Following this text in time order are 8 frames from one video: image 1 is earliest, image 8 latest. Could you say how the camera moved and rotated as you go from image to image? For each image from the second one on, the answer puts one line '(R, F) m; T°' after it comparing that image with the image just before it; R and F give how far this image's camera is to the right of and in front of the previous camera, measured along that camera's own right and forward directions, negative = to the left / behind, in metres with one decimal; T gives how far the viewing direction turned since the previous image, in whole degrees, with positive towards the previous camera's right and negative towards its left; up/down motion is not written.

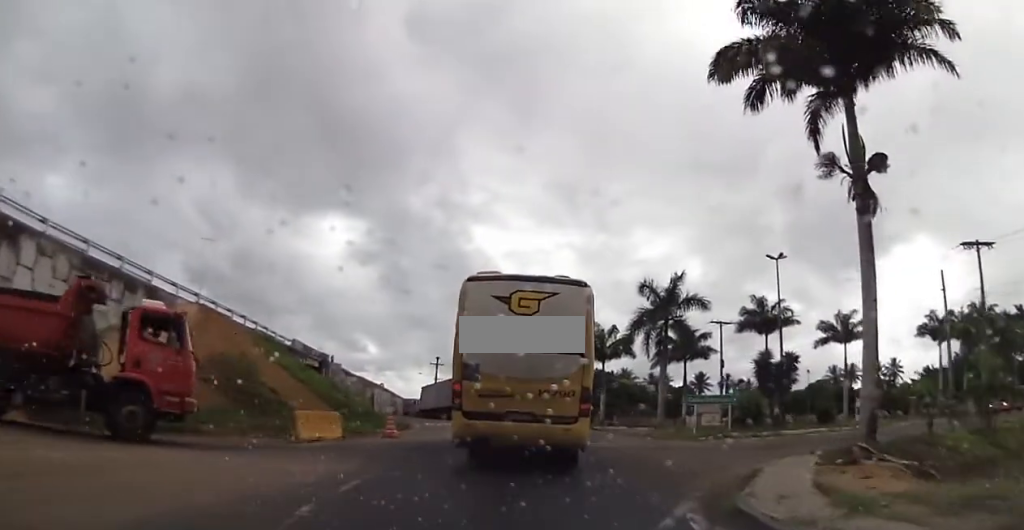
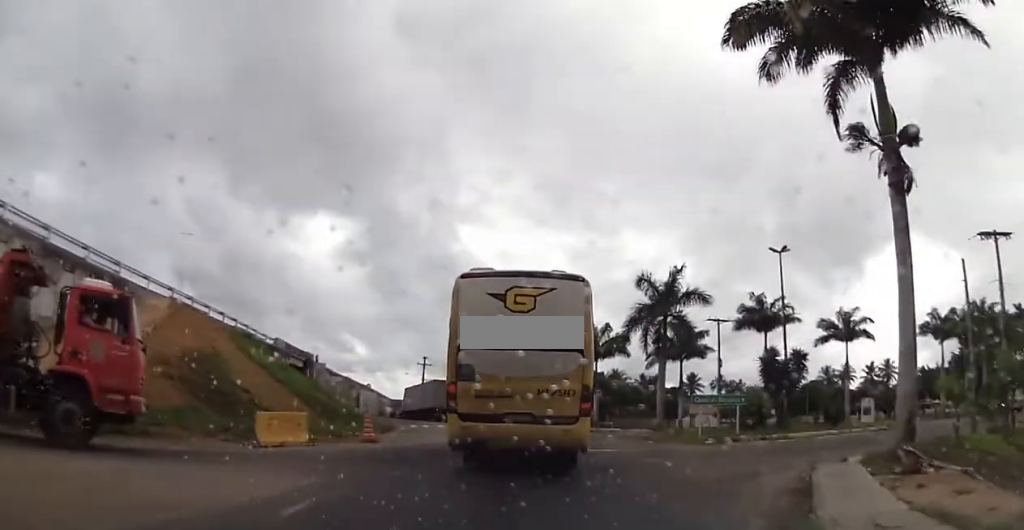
(0.0, +2.6) m; +1°
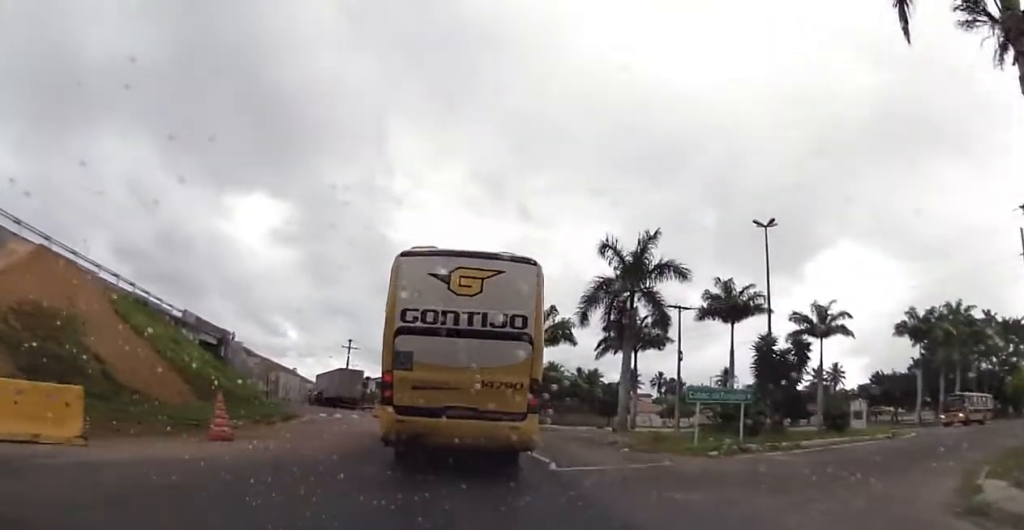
(+0.1, +7.5) m; -1°
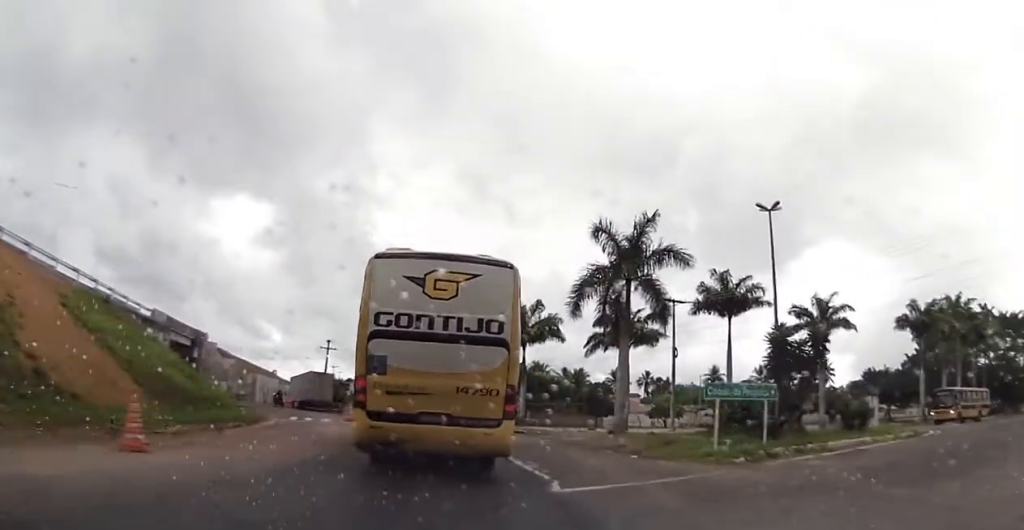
(0.0, +3.2) m; 0°
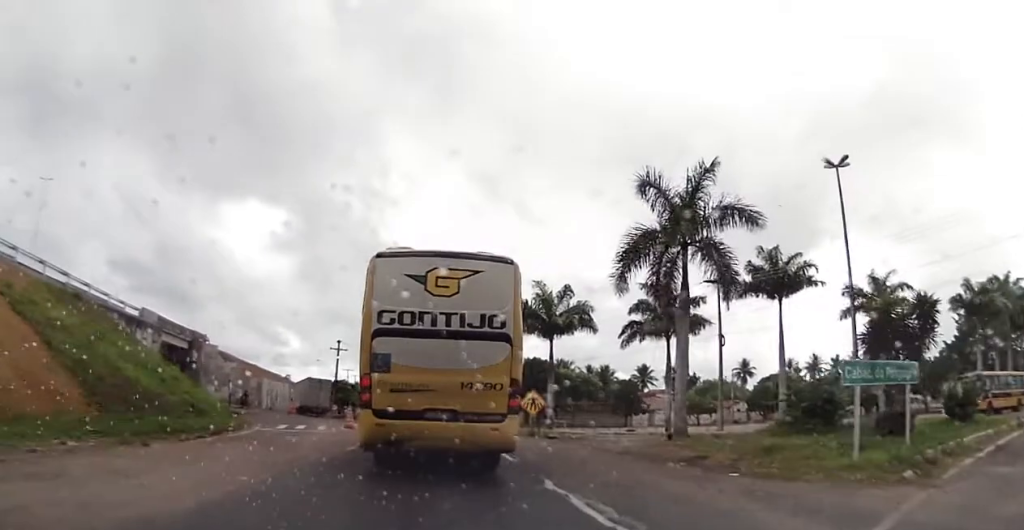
(0.0, +6.5) m; +2°
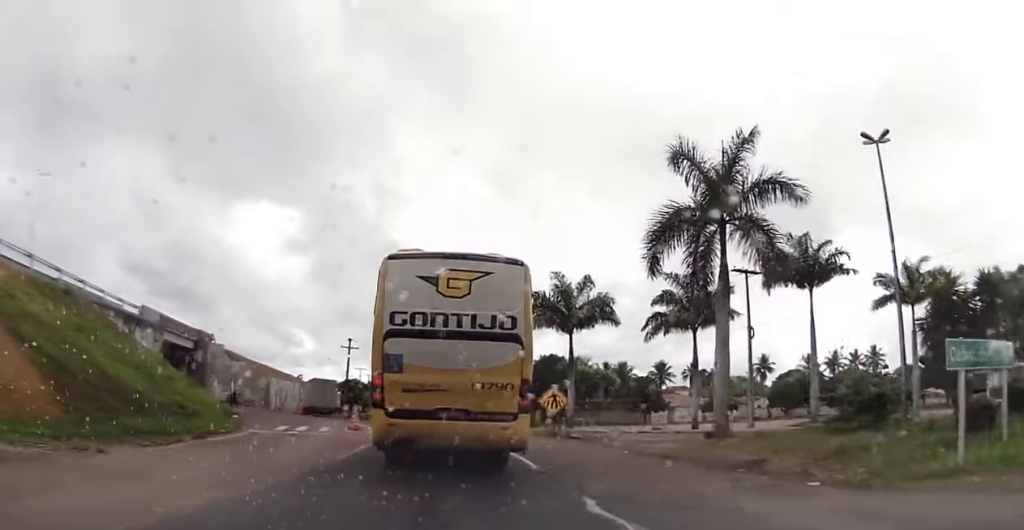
(0.0, +2.9) m; +1°
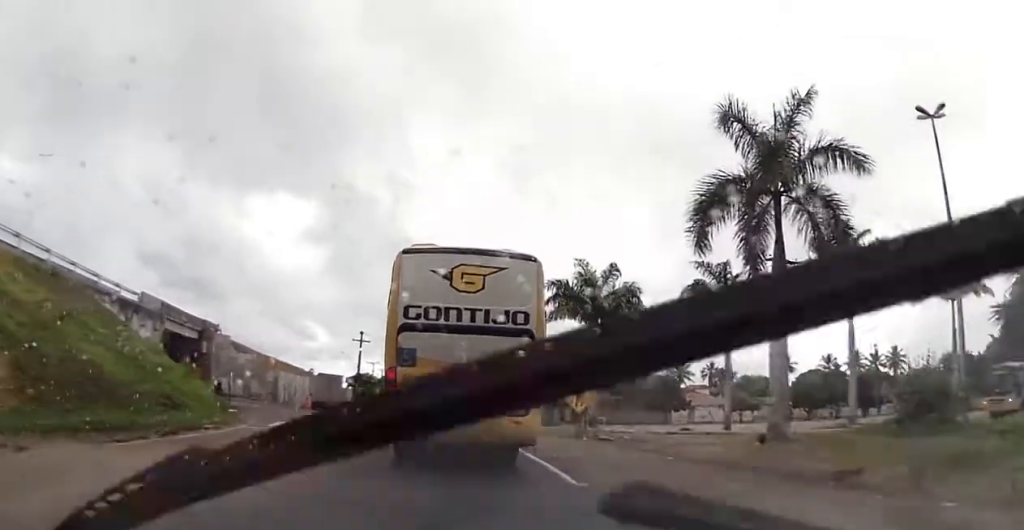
(0.0, +3.4) m; +1°
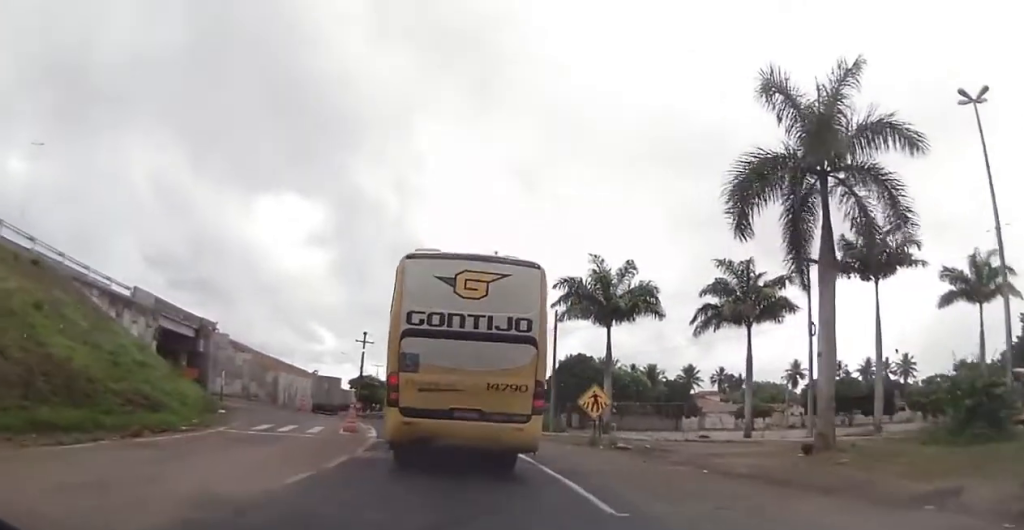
(0.0, +2.6) m; +1°
